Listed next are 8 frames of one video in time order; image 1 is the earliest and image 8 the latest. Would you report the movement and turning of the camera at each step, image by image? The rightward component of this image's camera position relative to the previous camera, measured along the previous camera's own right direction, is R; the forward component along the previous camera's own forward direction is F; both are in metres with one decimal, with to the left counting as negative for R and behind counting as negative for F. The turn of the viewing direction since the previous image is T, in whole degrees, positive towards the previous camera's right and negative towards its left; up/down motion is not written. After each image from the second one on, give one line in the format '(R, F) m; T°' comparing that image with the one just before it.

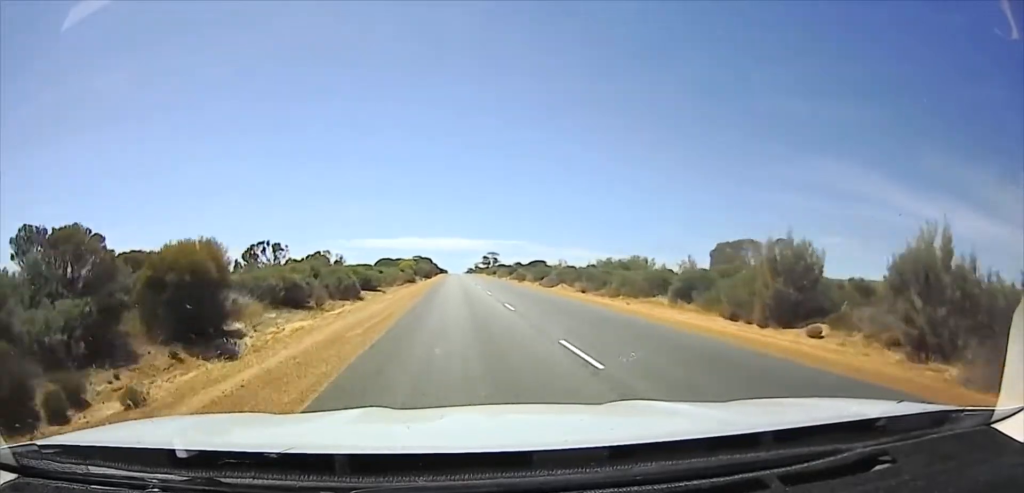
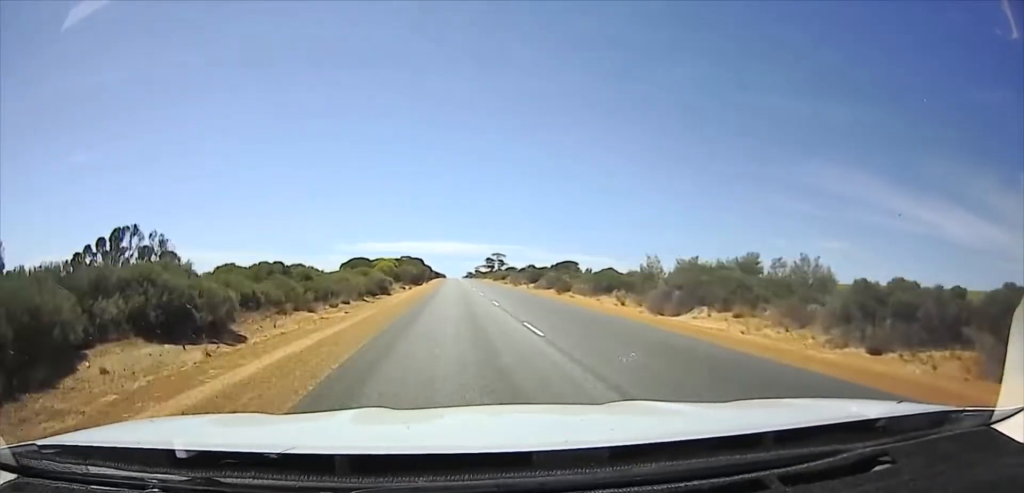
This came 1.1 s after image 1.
(0.0, +41.2) m; 0°
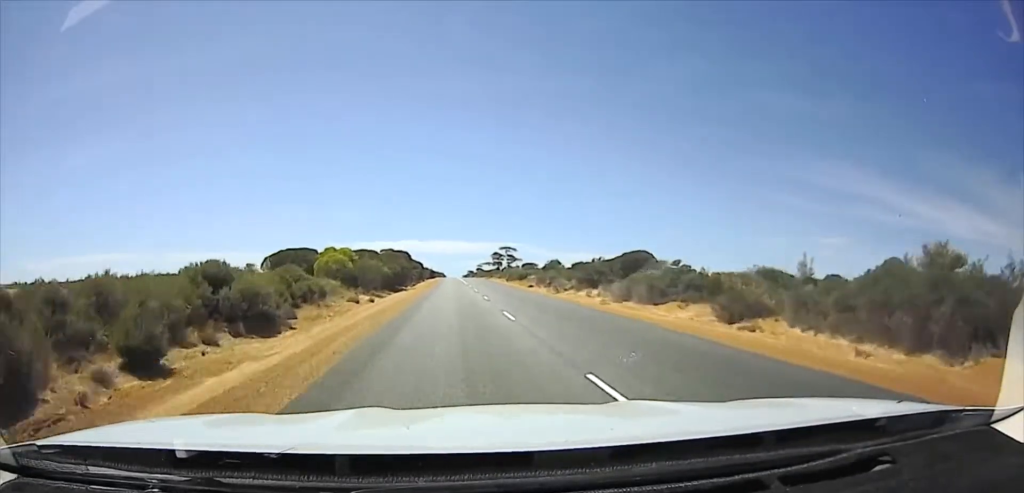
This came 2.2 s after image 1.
(0.0, +47.1) m; 0°
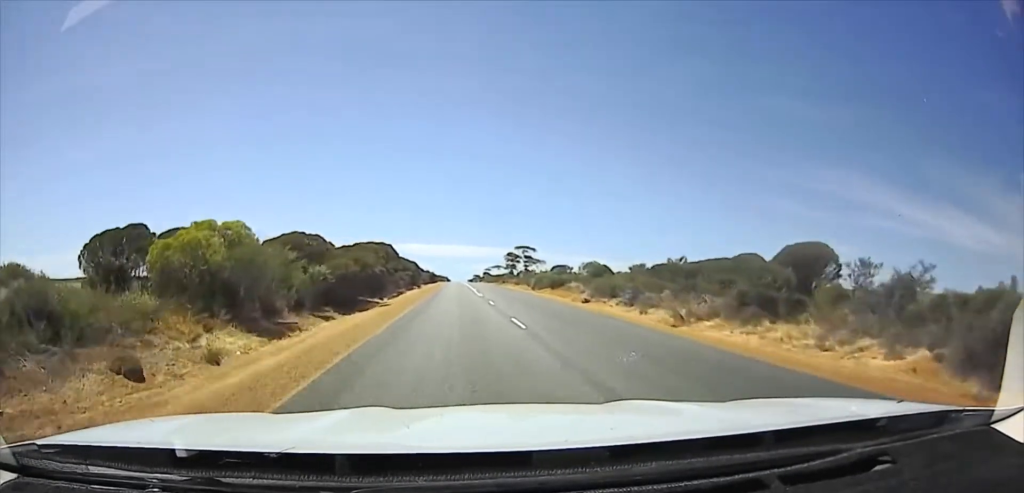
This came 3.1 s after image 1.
(0.0, +33.1) m; 0°
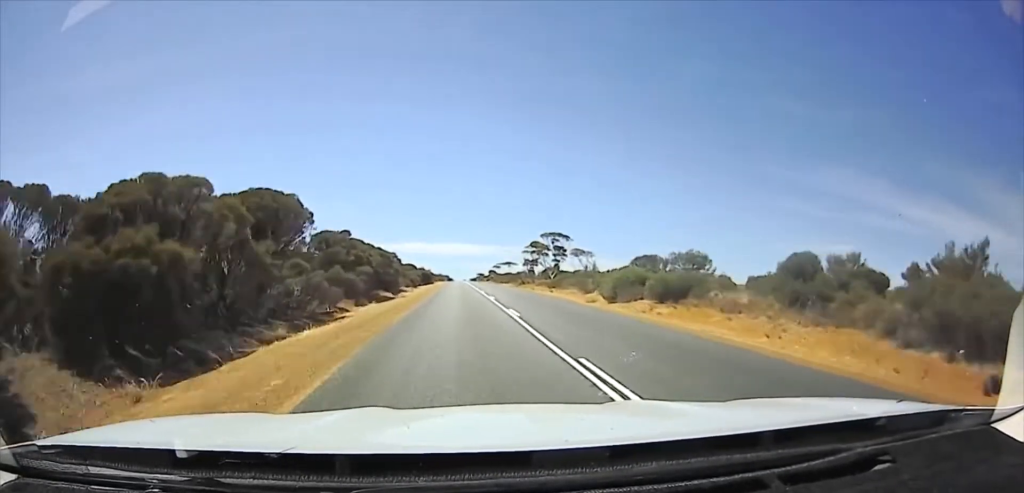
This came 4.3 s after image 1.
(0.0, +37.1) m; 0°
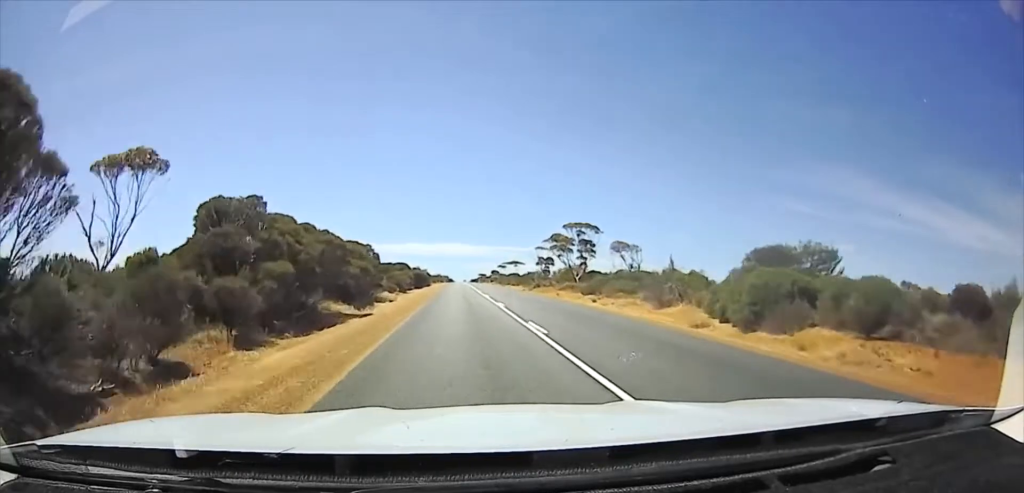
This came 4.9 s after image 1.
(0.0, +17.6) m; 0°
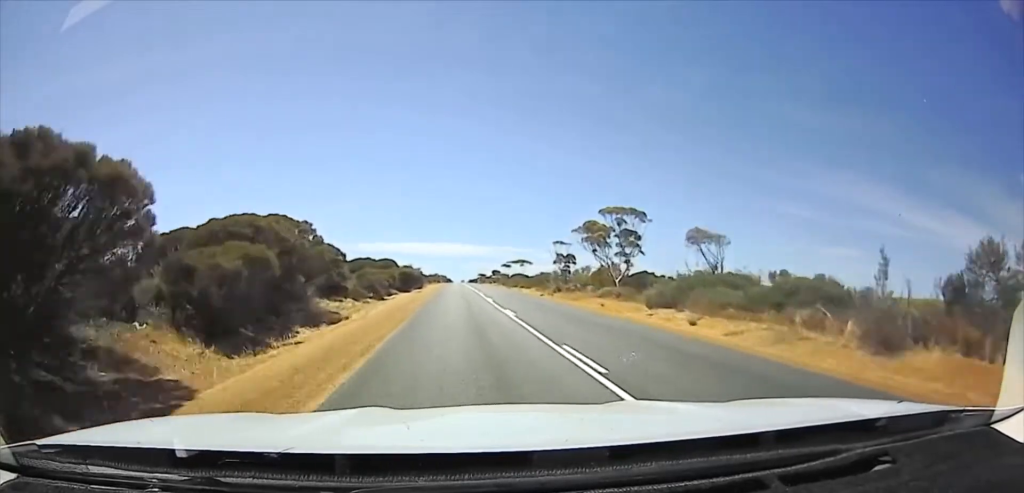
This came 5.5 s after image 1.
(0.0, +16.3) m; 0°
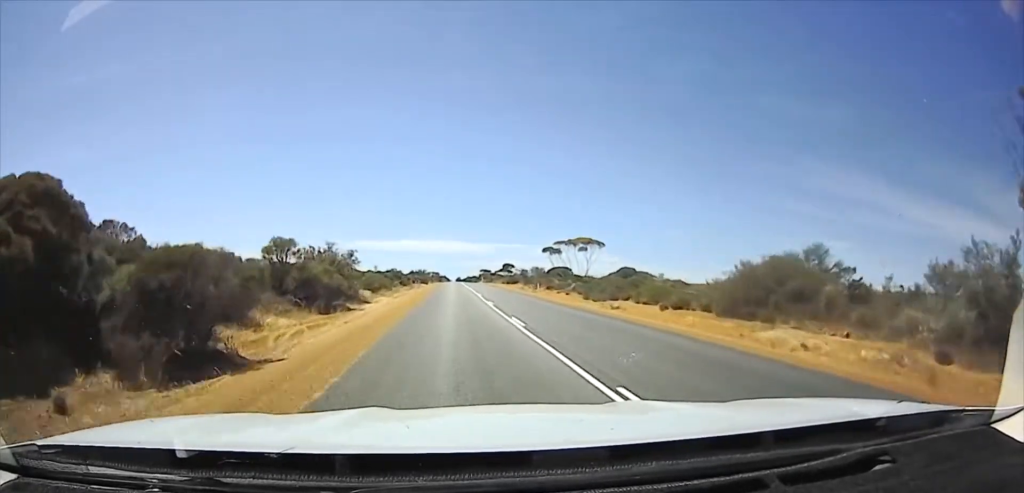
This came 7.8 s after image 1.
(0.0, +55.3) m; 0°
